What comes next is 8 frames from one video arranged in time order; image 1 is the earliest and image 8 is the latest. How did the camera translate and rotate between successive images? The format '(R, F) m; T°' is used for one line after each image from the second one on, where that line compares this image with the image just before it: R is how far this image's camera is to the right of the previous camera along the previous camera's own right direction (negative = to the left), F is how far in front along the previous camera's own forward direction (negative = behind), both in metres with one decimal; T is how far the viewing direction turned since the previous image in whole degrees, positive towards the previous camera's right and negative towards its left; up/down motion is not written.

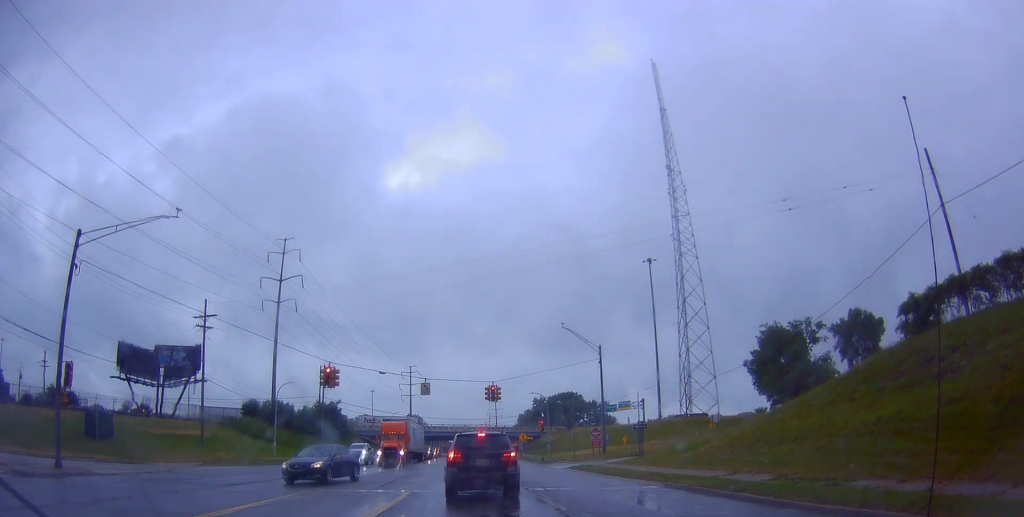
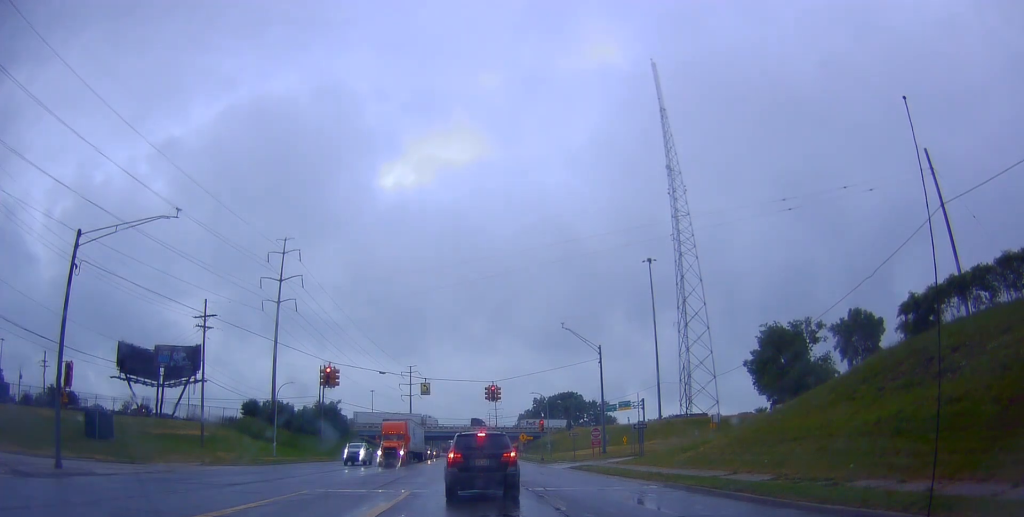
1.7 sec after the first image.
(+0.2, +0.7) m; 0°
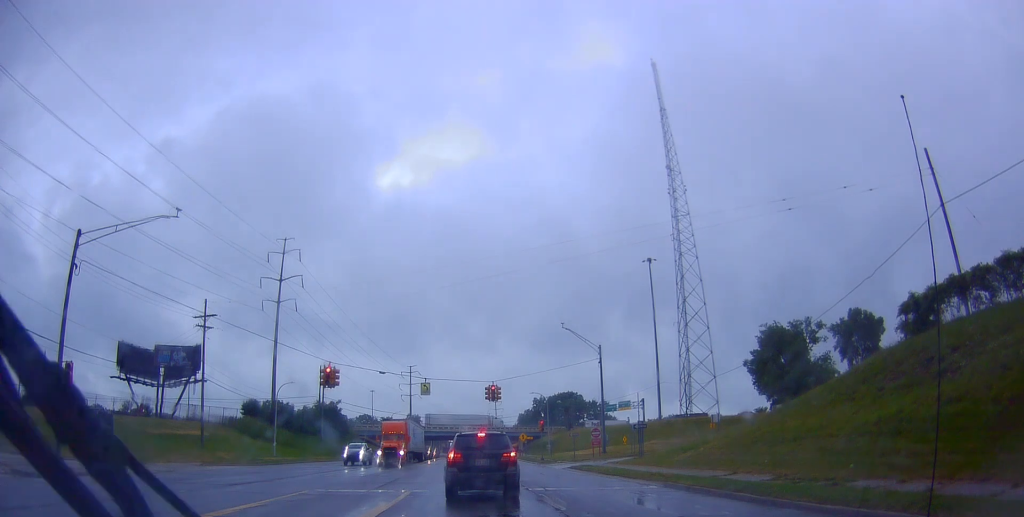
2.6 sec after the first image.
(+0.1, +0.2) m; 0°
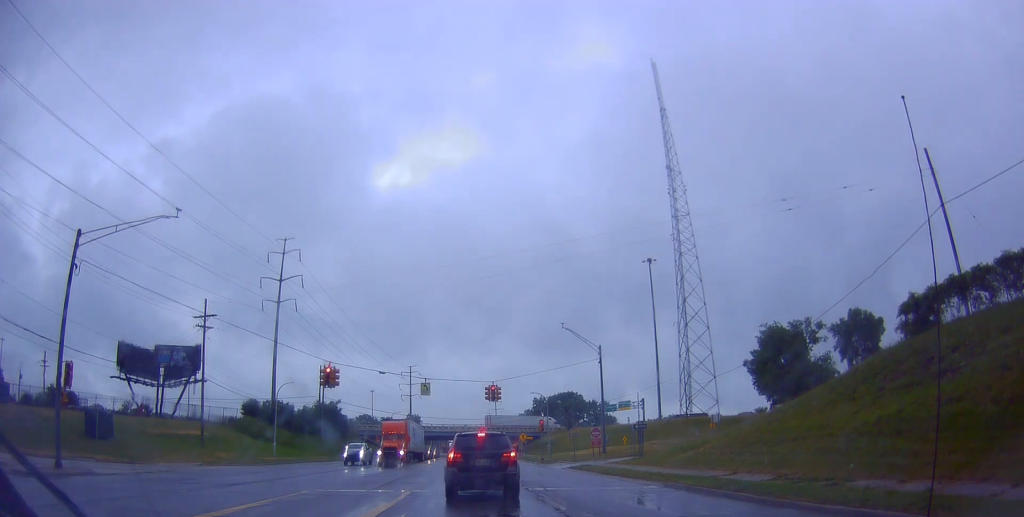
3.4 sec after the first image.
(+0.1, +0.2) m; 0°
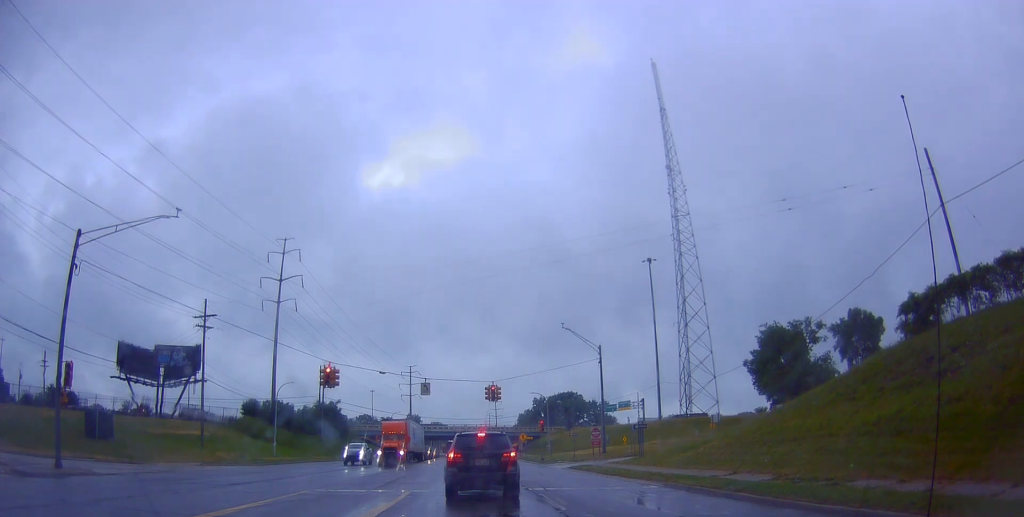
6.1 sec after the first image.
(0.0, 0.0) m; 0°
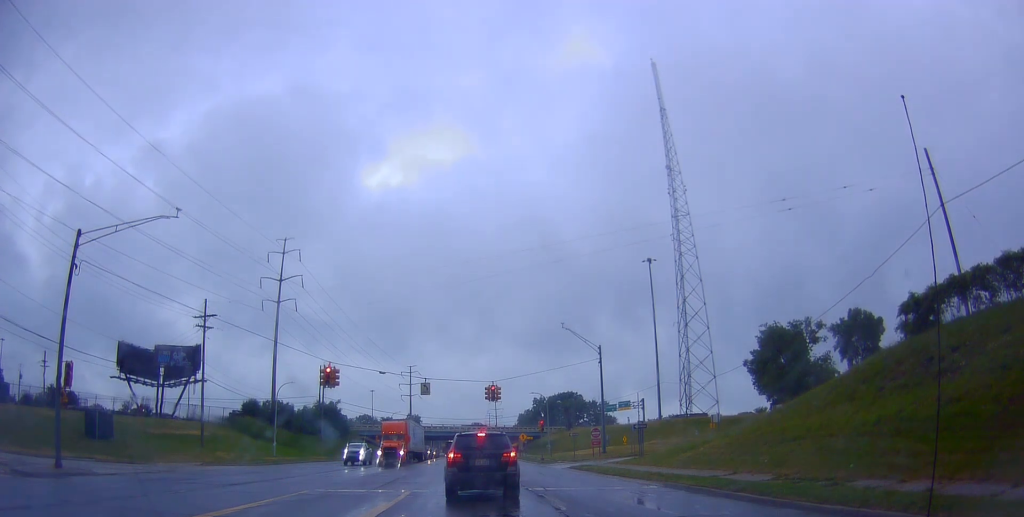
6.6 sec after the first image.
(0.0, 0.0) m; 0°
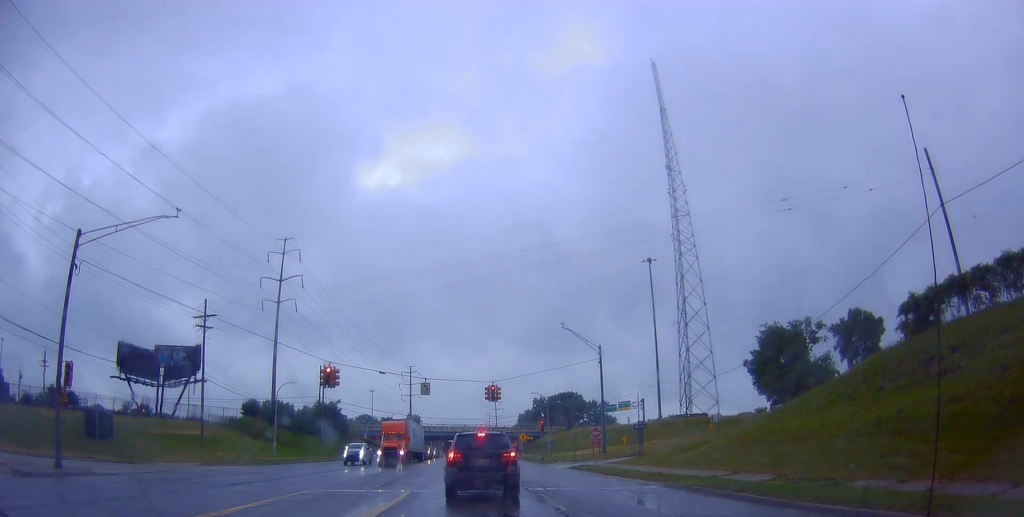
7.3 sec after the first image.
(0.0, 0.0) m; 0°
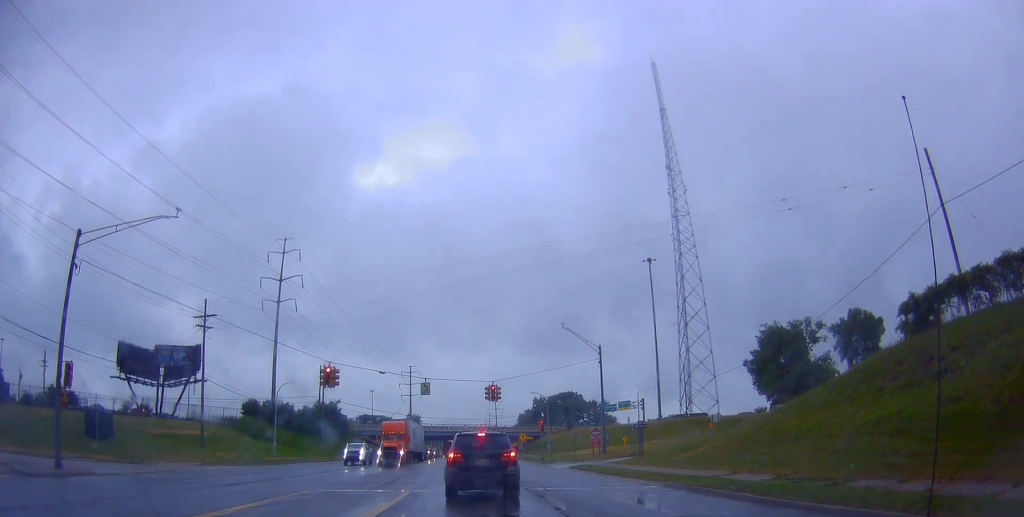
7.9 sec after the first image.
(0.0, 0.0) m; 0°
